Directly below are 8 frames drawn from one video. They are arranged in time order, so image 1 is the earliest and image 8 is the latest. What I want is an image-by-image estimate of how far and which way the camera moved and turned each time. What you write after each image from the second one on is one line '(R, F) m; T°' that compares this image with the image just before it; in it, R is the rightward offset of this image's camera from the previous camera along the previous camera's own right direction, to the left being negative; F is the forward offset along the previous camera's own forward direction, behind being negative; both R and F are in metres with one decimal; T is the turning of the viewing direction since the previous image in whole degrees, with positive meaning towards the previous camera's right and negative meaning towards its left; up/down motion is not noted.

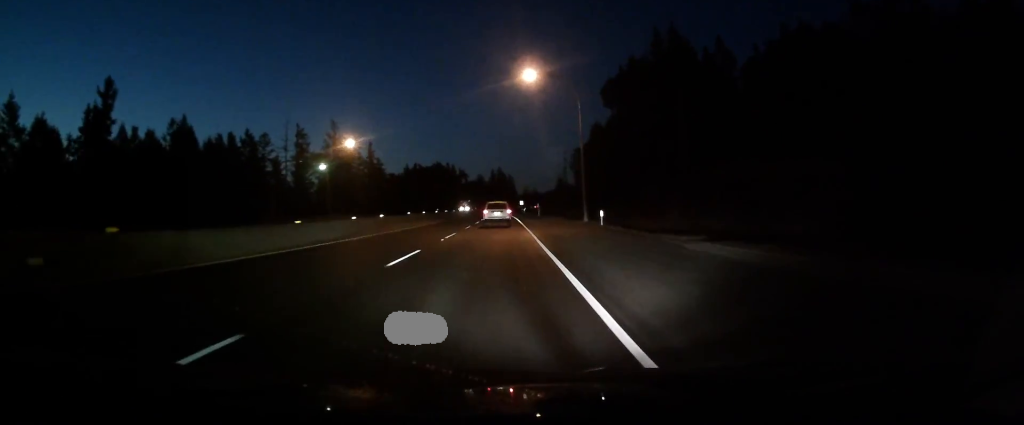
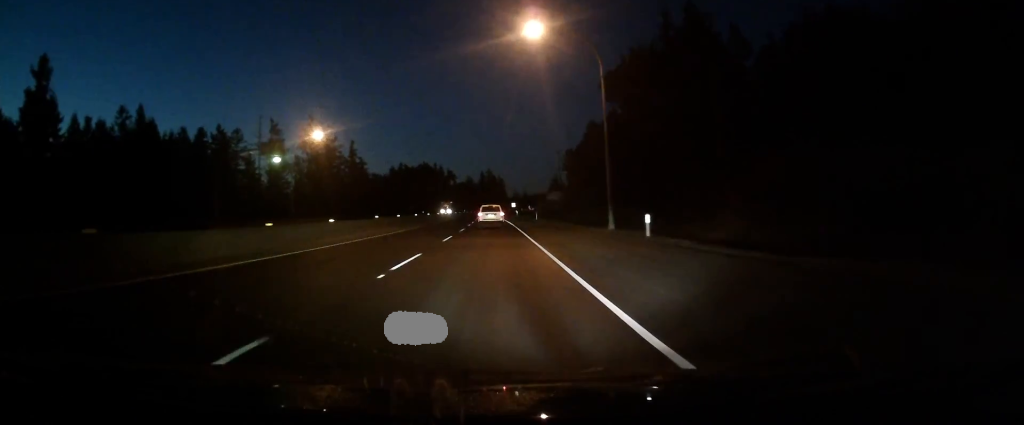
(+0.5, +11.6) m; +2°
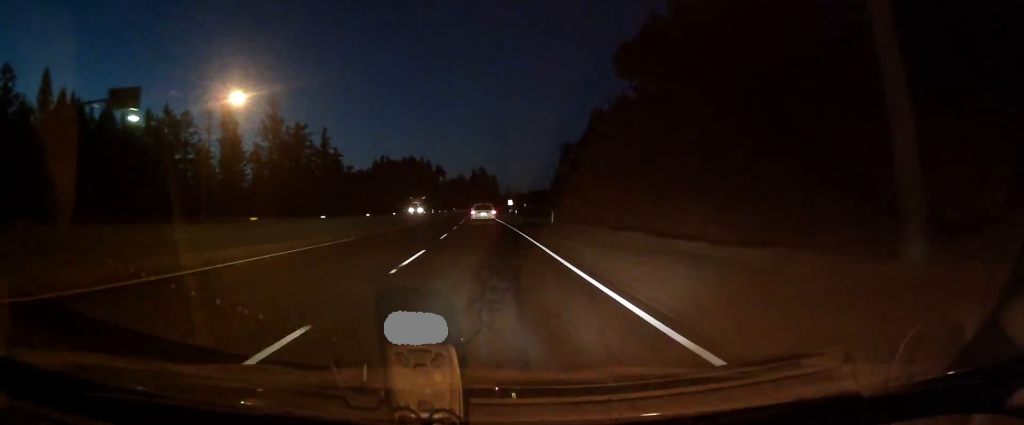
(+0.3, +22.2) m; +2°
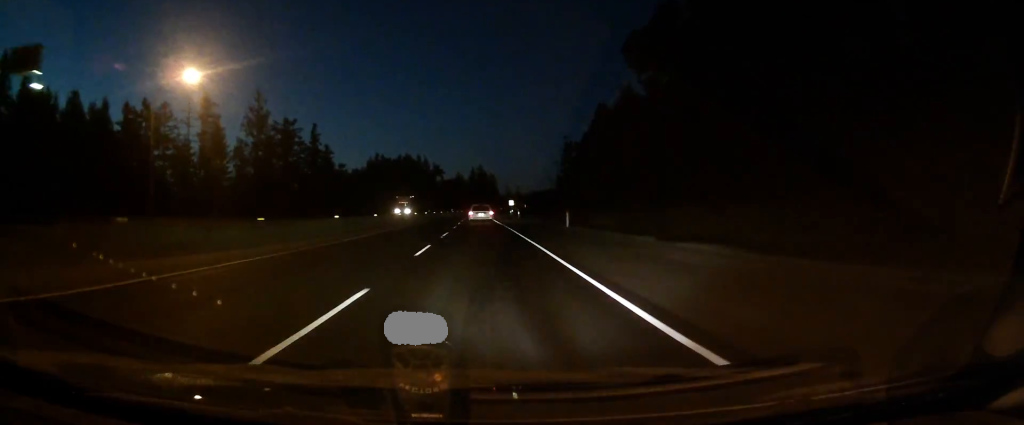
(0.0, +8.5) m; +1°
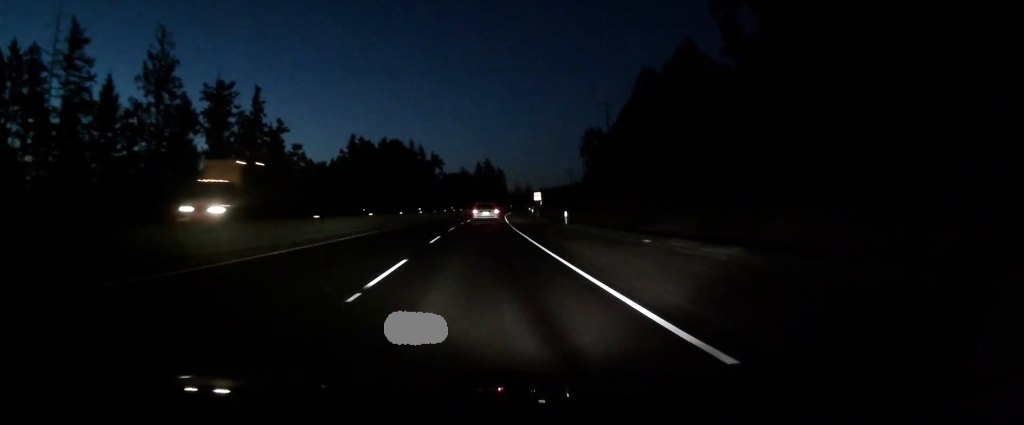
(+0.1, +41.6) m; 0°
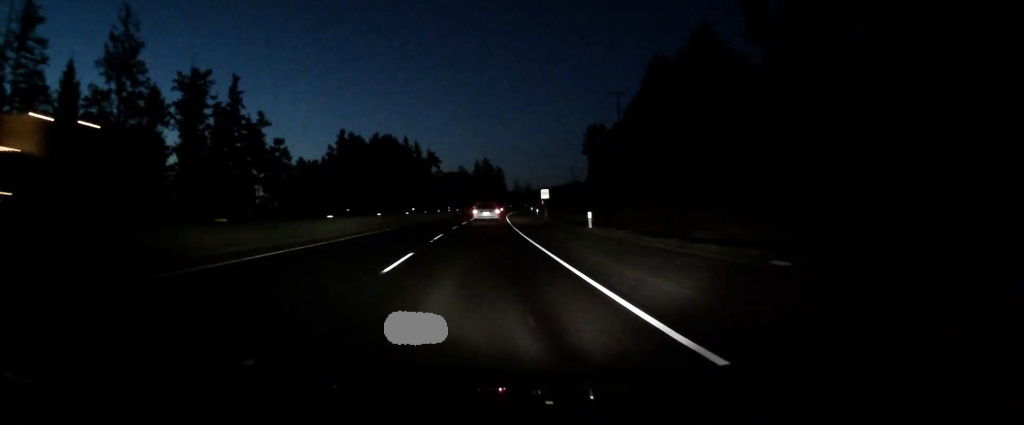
(+0.1, +10.0) m; 0°
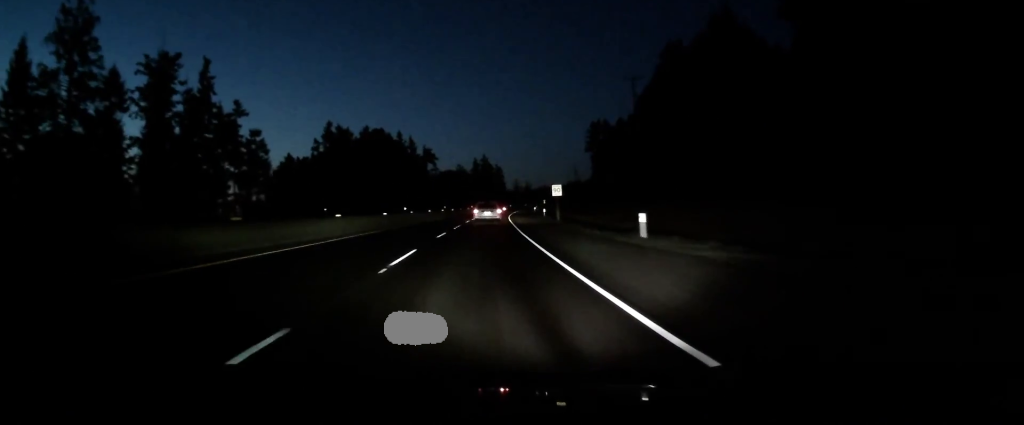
(+0.2, +10.9) m; 0°
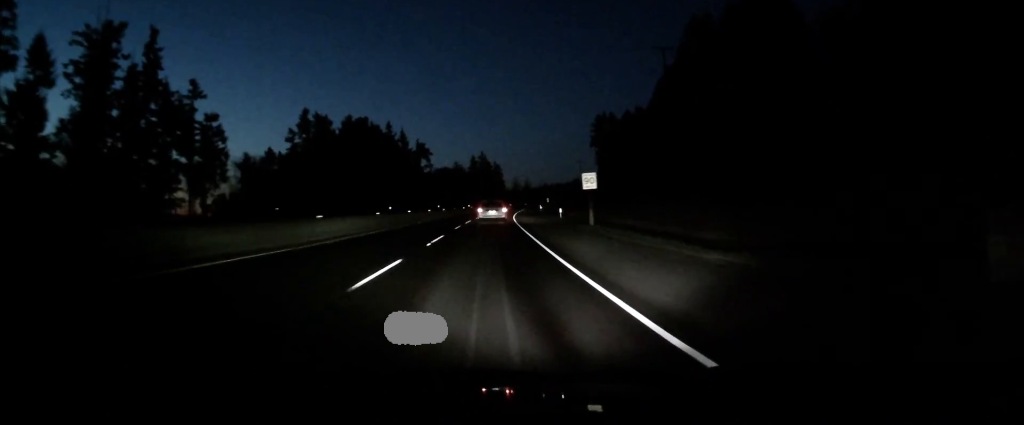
(-0.1, +16.4) m; -1°
